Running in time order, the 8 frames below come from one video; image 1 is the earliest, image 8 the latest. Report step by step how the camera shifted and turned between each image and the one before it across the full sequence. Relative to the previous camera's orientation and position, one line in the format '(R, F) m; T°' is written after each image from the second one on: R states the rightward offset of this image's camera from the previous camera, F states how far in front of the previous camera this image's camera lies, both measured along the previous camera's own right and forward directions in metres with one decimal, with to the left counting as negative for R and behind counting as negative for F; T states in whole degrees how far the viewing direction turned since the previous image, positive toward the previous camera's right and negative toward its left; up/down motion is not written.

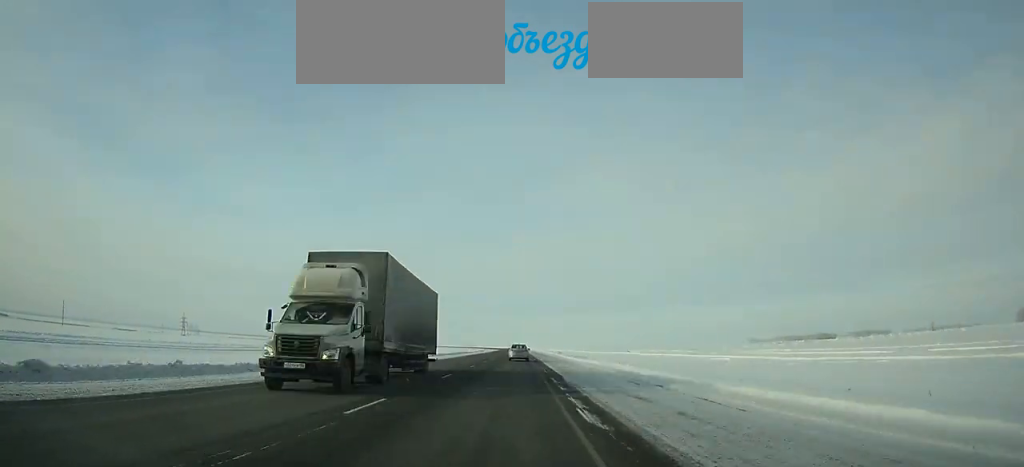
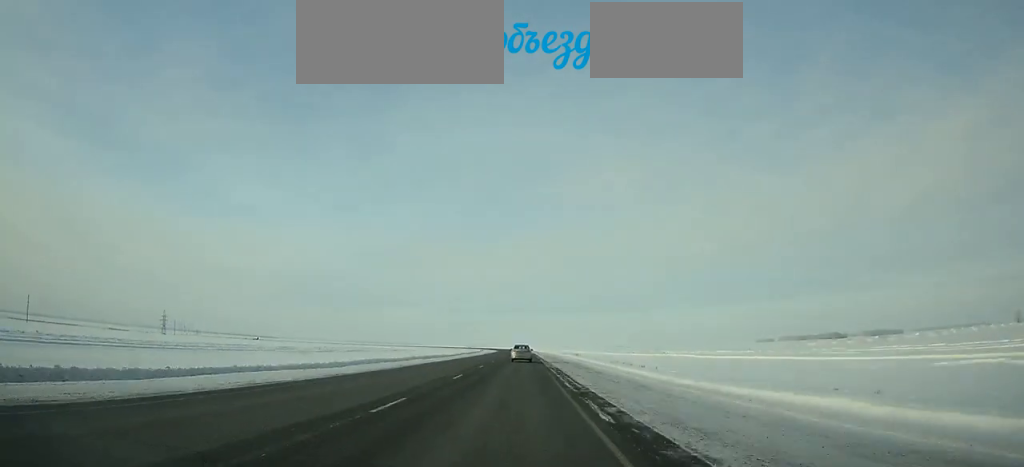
(-0.1, +44.7) m; 0°
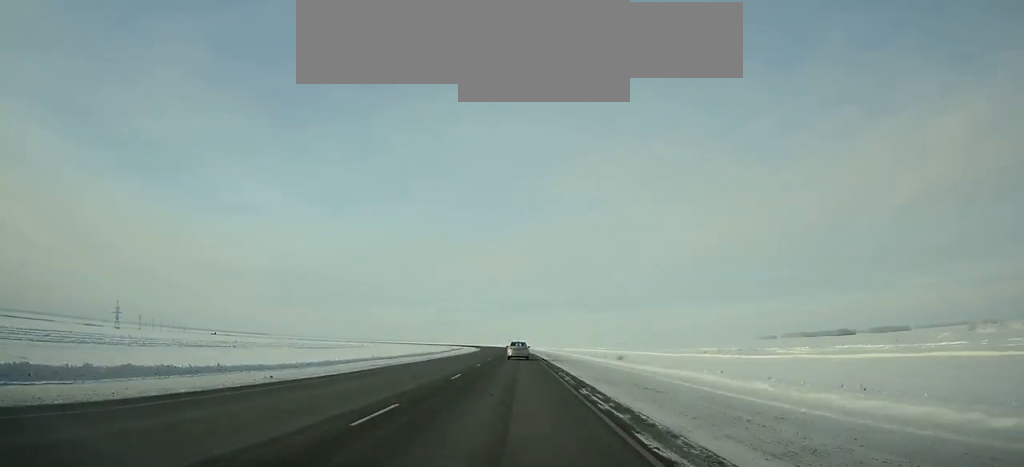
(-0.1, +68.8) m; -1°
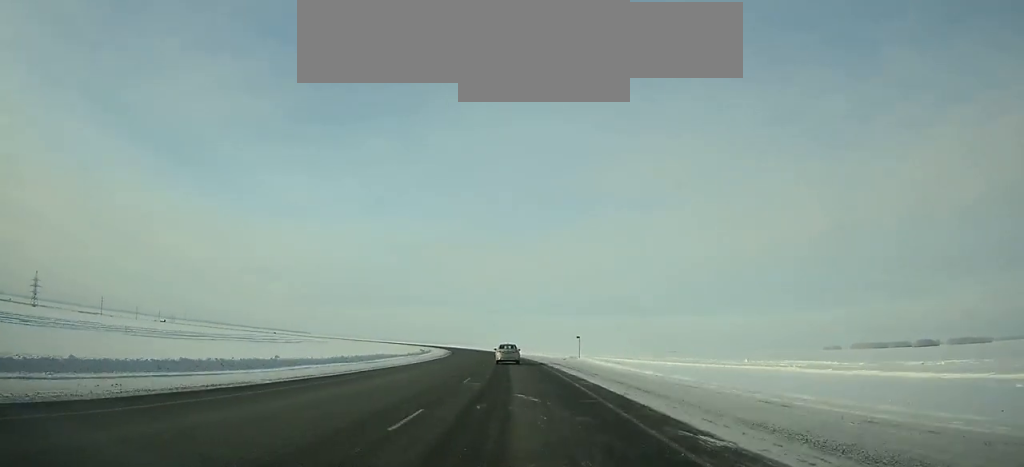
(-7.4, +159.9) m; -7°
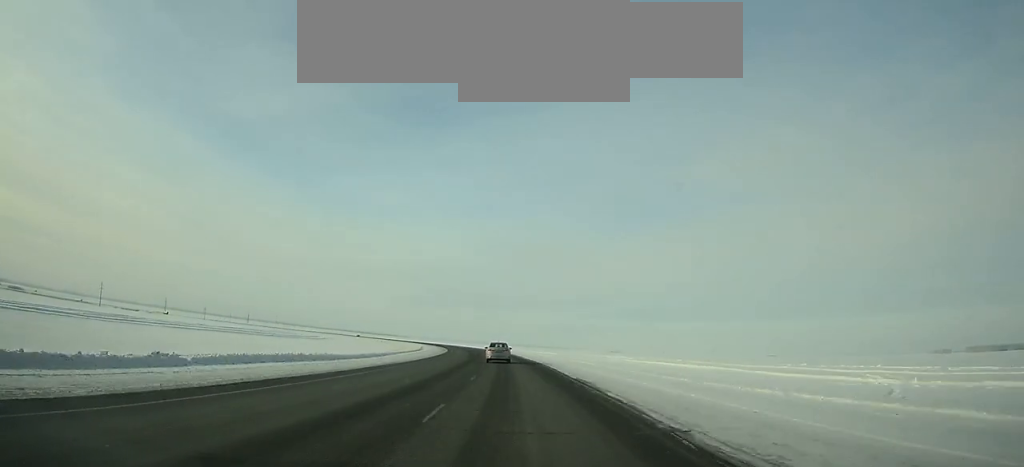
(-11.7, +137.9) m; -10°
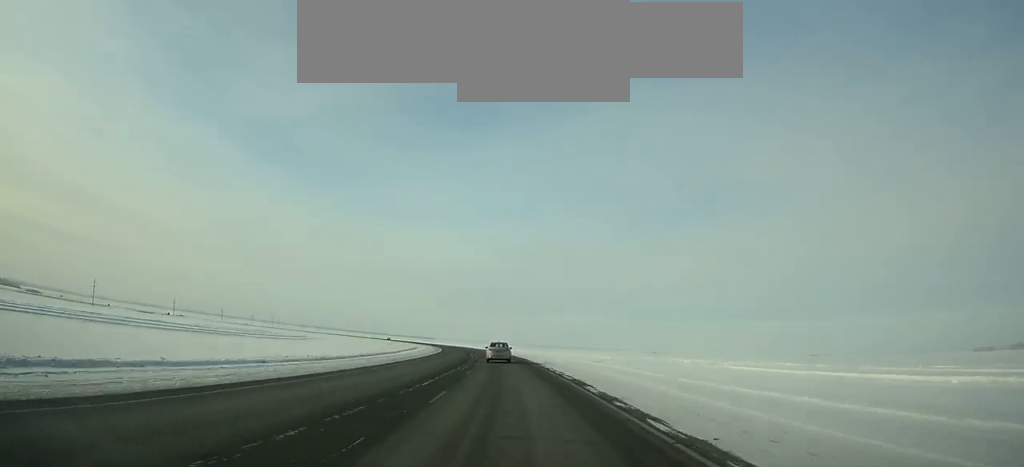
(-1.8, +54.9) m; -4°
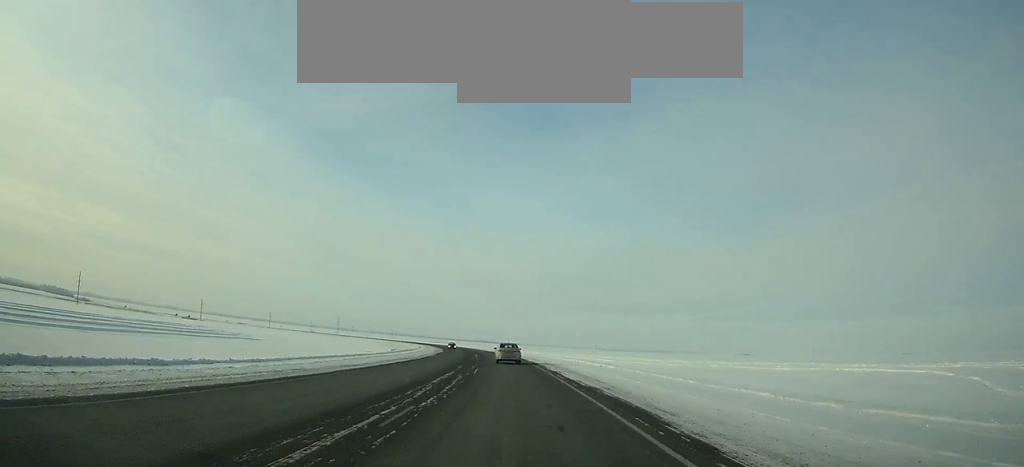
(-7.4, +107.5) m; -8°
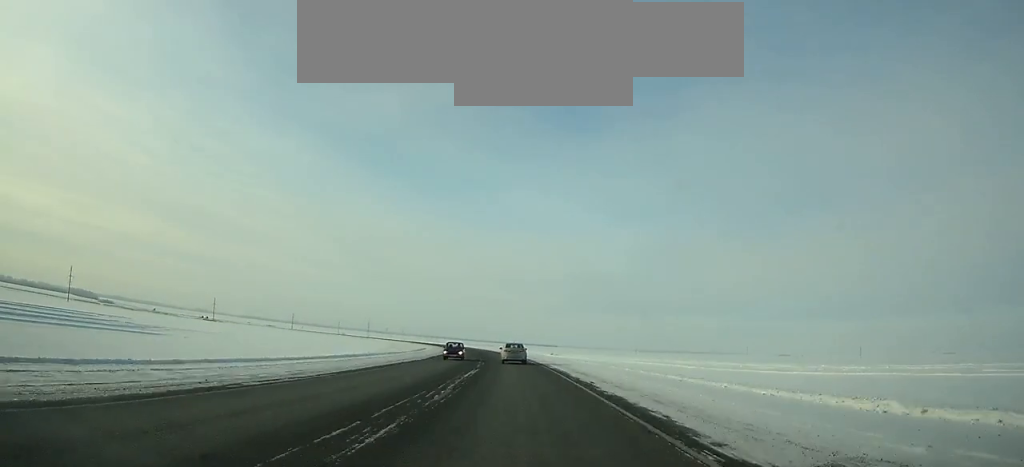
(-1.0, +42.2) m; -3°
